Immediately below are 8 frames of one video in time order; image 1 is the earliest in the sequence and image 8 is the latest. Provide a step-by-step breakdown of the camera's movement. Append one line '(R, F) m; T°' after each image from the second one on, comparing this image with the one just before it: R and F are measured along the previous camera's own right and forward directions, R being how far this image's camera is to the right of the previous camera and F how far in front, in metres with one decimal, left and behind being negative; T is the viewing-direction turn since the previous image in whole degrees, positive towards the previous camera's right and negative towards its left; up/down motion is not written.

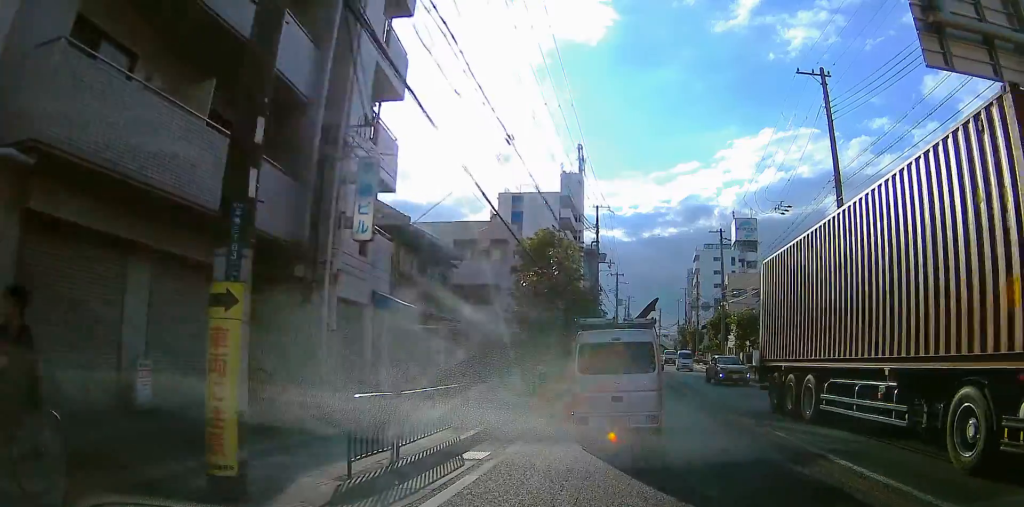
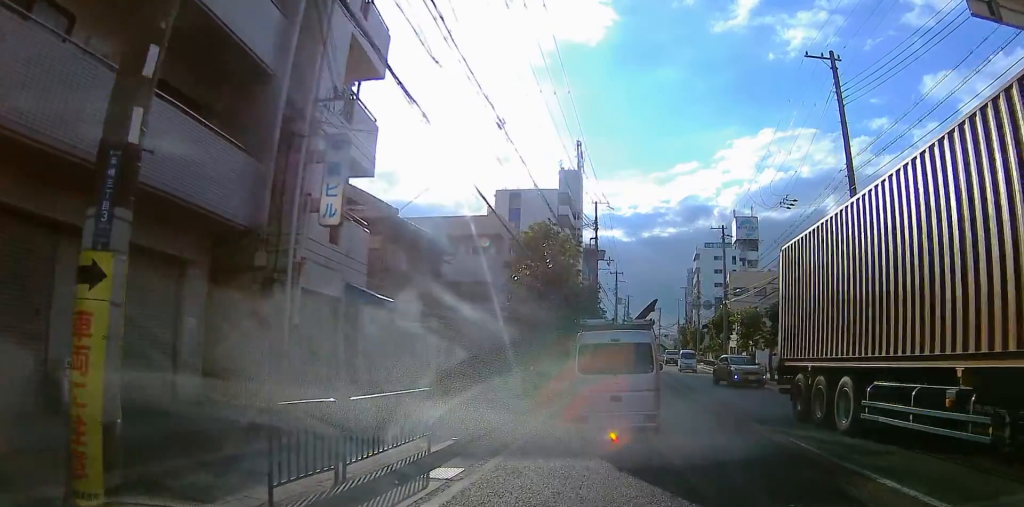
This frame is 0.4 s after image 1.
(0.0, +1.5) m; 0°
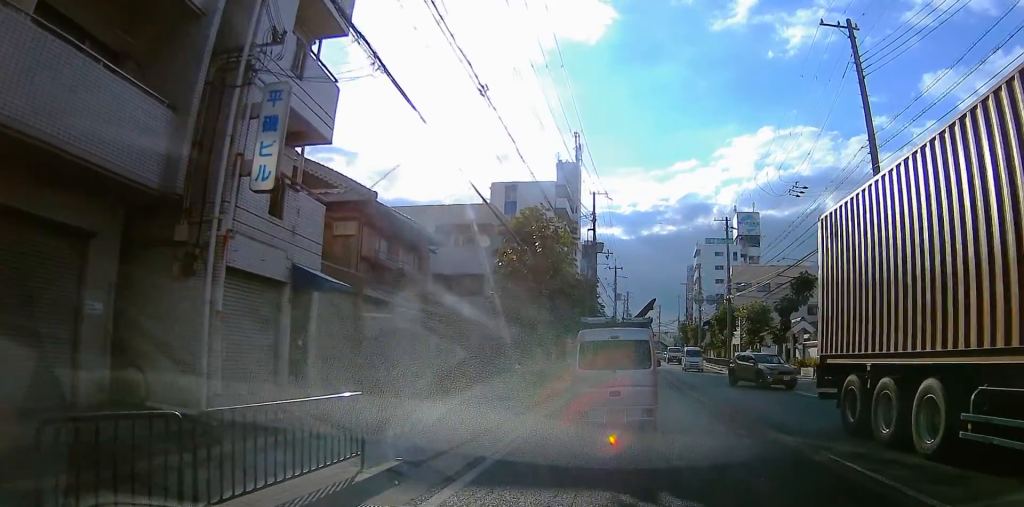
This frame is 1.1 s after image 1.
(0.0, +2.4) m; -1°
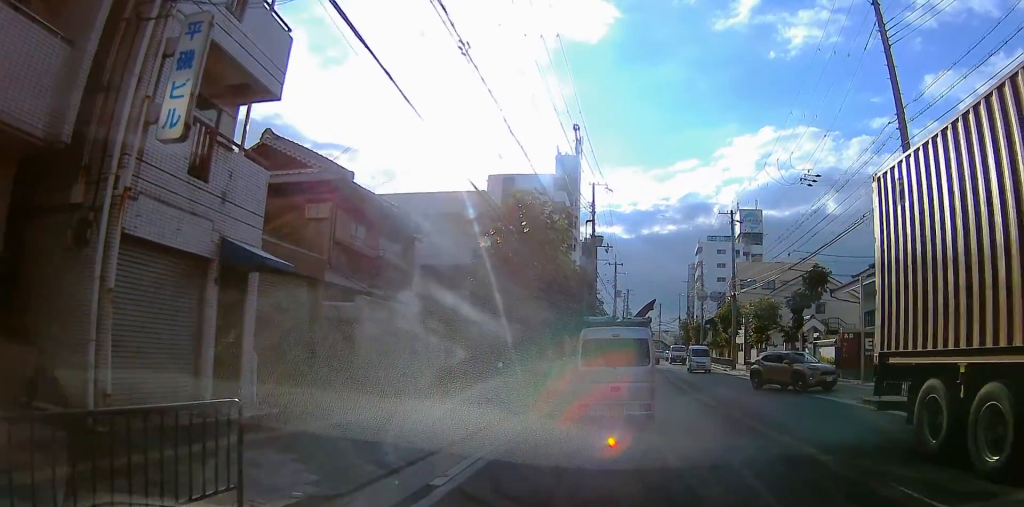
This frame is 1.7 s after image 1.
(0.0, +2.4) m; -5°
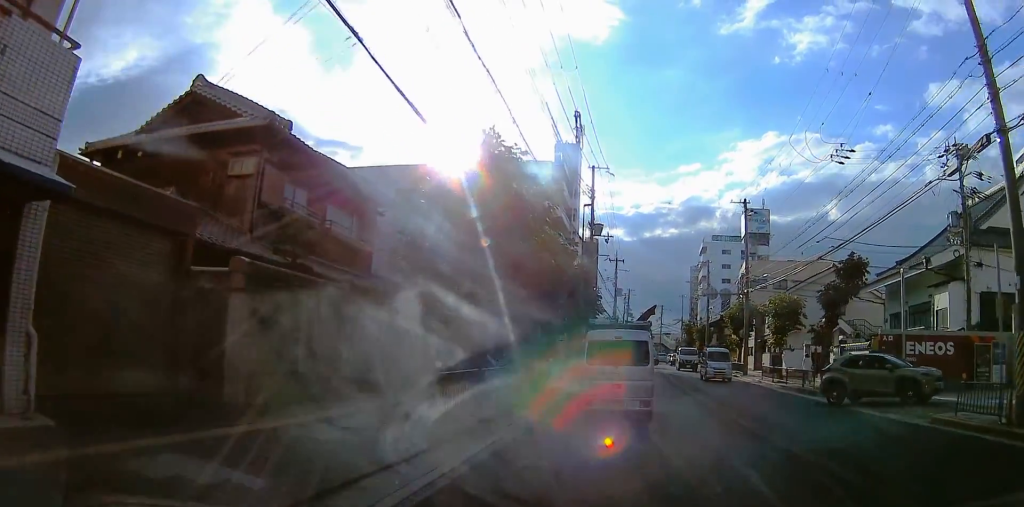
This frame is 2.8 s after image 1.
(-0.6, +4.9) m; -12°
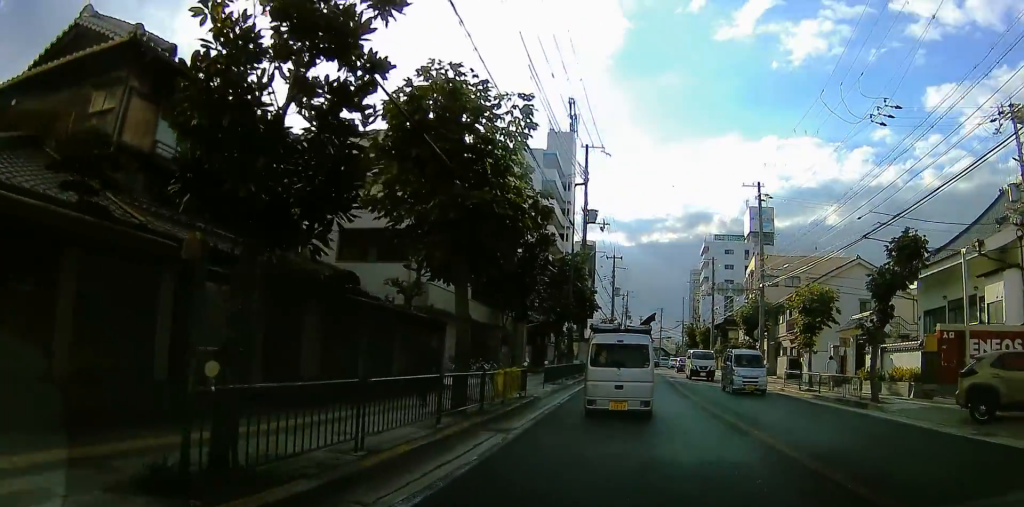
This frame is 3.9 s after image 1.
(-0.1, +5.3) m; +8°
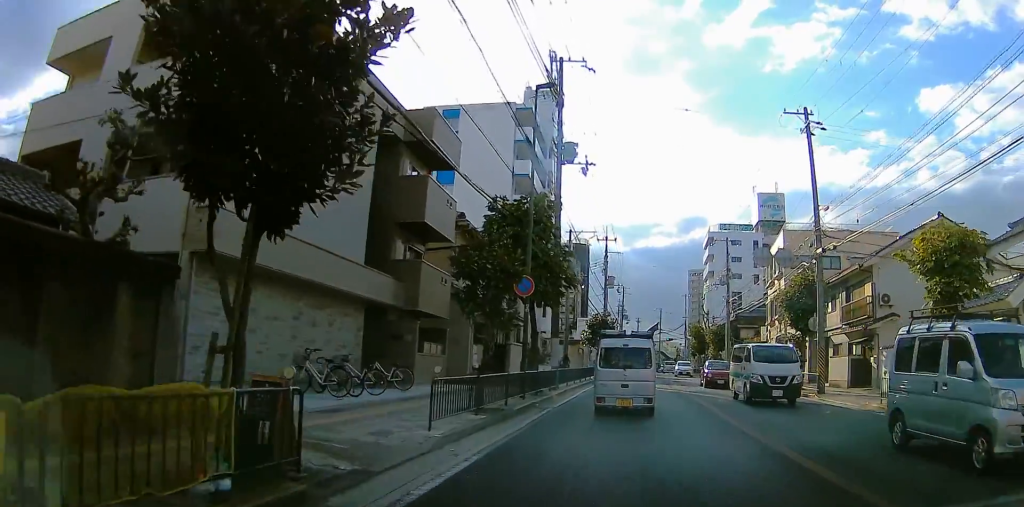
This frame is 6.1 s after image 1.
(+1.7, +12.1) m; +1°
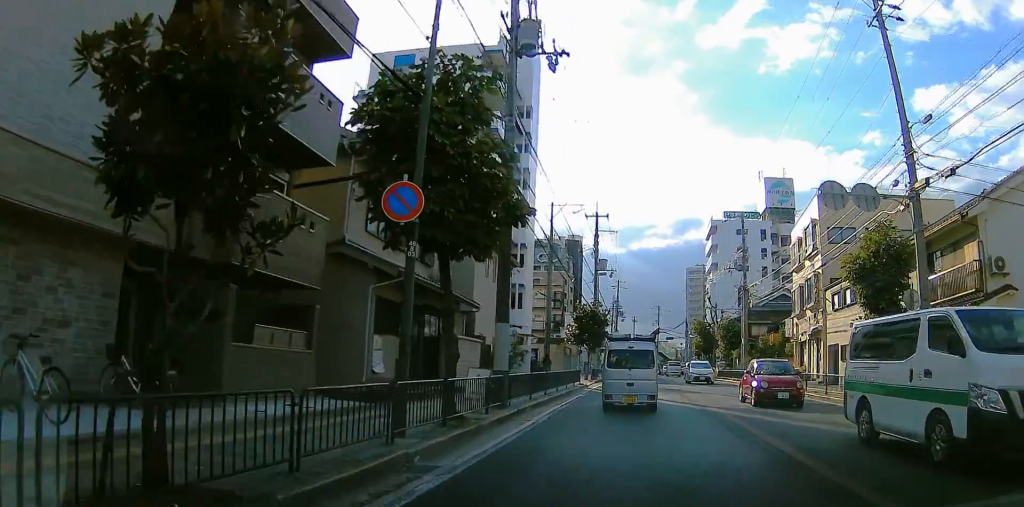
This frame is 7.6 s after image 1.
(-1.1, +9.7) m; 0°
